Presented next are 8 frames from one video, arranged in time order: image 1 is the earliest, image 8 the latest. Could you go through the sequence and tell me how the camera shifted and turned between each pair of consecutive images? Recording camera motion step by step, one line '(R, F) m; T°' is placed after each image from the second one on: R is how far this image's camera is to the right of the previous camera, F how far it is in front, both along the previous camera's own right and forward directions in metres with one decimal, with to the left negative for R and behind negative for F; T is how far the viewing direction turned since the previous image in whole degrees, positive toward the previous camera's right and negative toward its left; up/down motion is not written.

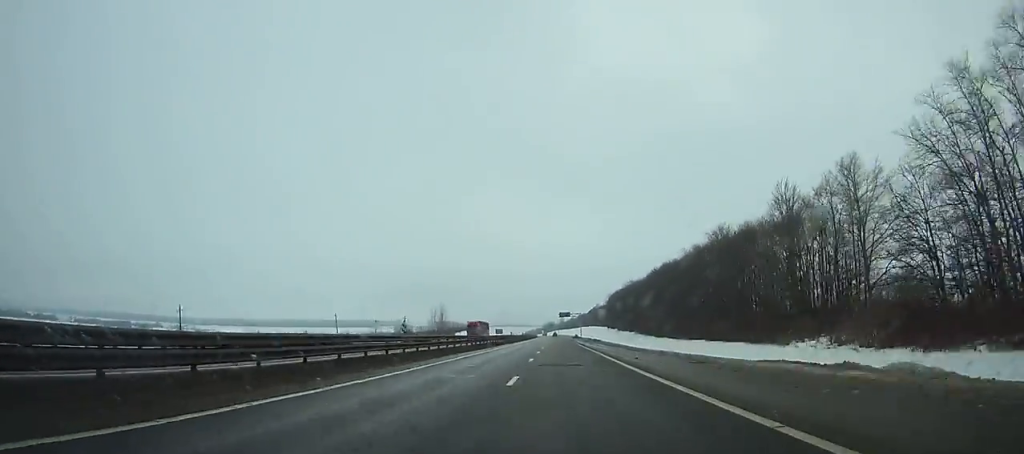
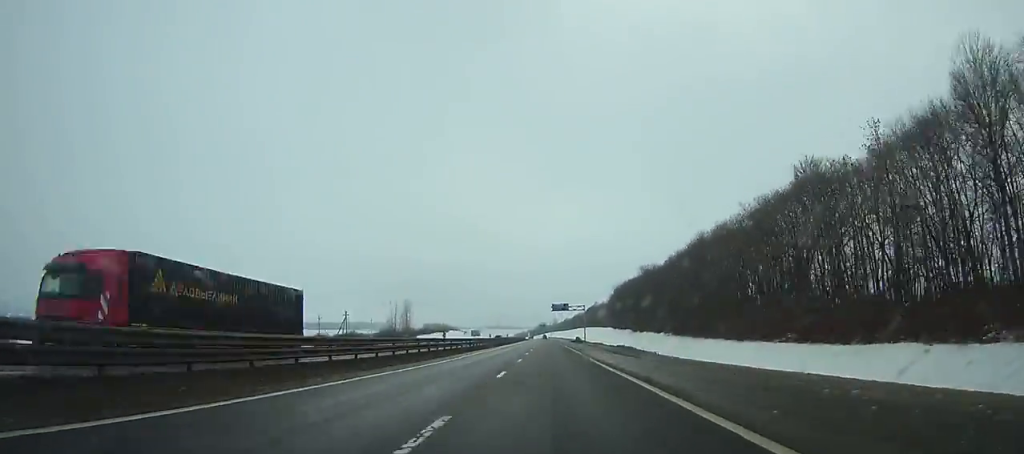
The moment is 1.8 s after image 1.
(-0.1, +55.9) m; 0°
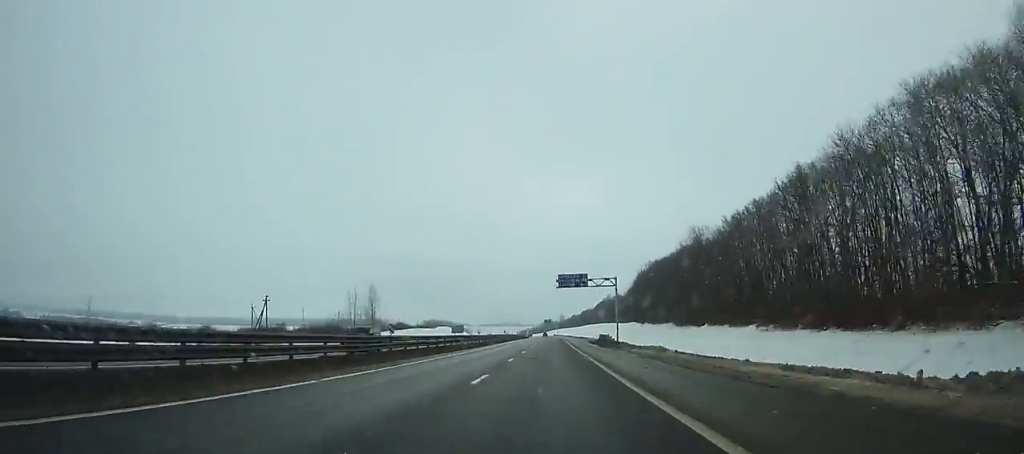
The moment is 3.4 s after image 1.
(+0.2, +49.6) m; 0°
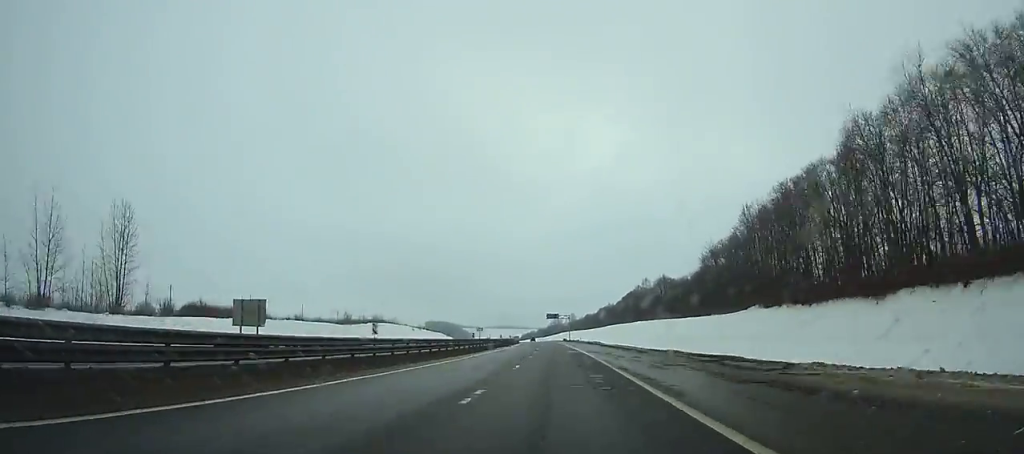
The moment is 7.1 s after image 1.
(-1.0, +113.4) m; -1°
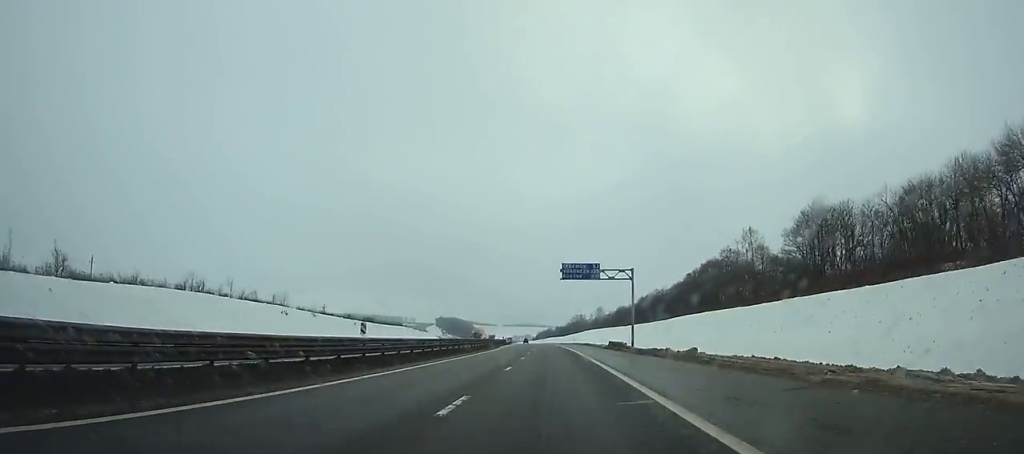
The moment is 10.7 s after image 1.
(-2.0, +109.8) m; -2°
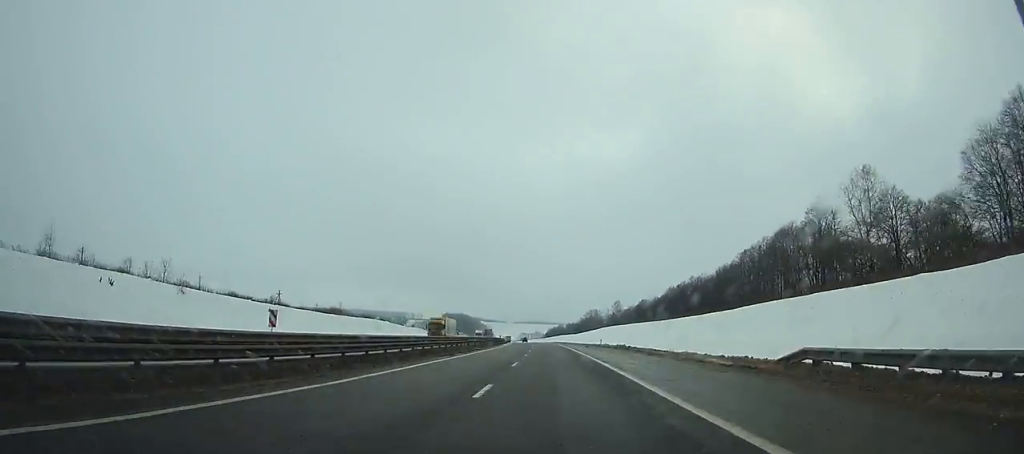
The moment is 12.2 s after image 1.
(-0.4, +45.8) m; -1°
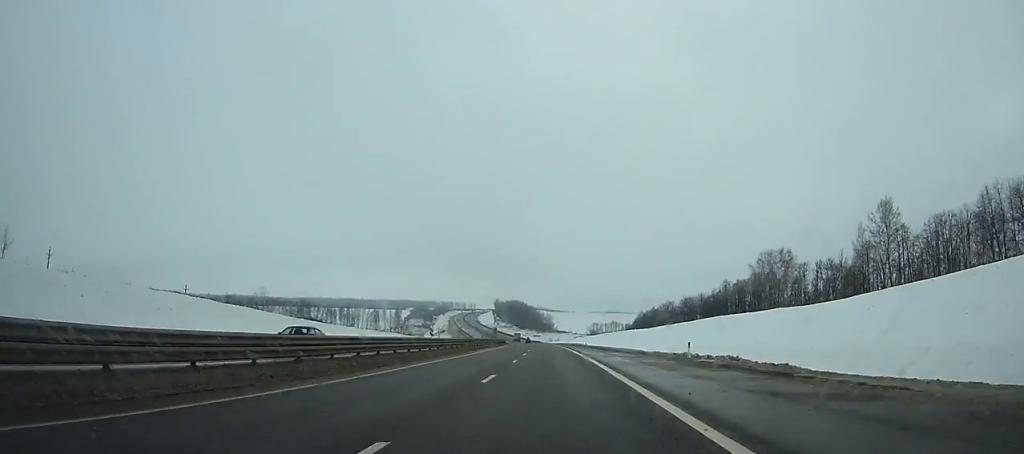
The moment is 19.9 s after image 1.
(-11.9, +237.4) m; -6°
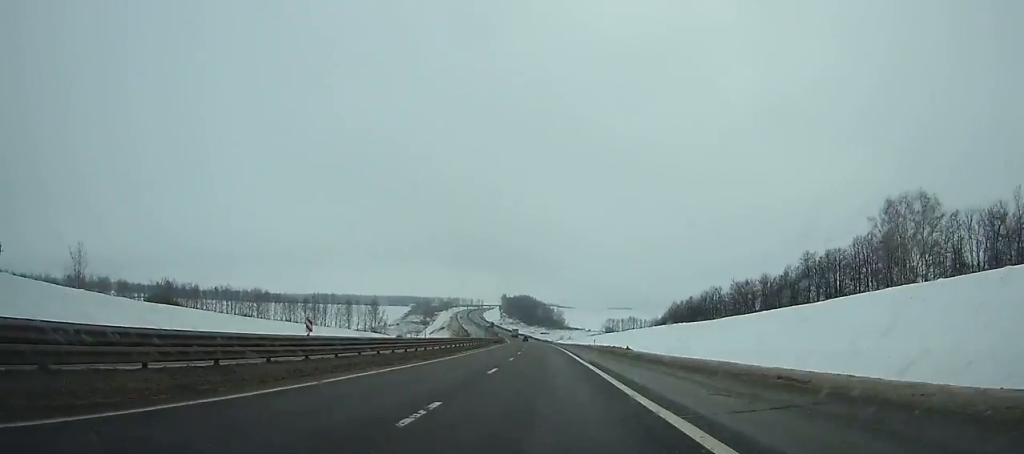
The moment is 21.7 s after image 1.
(-0.5, +56.5) m; -2°
